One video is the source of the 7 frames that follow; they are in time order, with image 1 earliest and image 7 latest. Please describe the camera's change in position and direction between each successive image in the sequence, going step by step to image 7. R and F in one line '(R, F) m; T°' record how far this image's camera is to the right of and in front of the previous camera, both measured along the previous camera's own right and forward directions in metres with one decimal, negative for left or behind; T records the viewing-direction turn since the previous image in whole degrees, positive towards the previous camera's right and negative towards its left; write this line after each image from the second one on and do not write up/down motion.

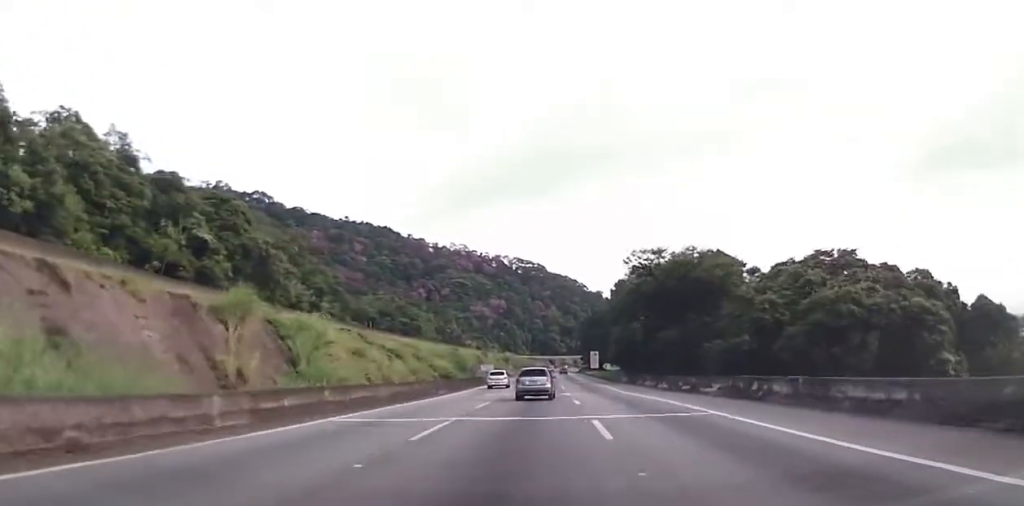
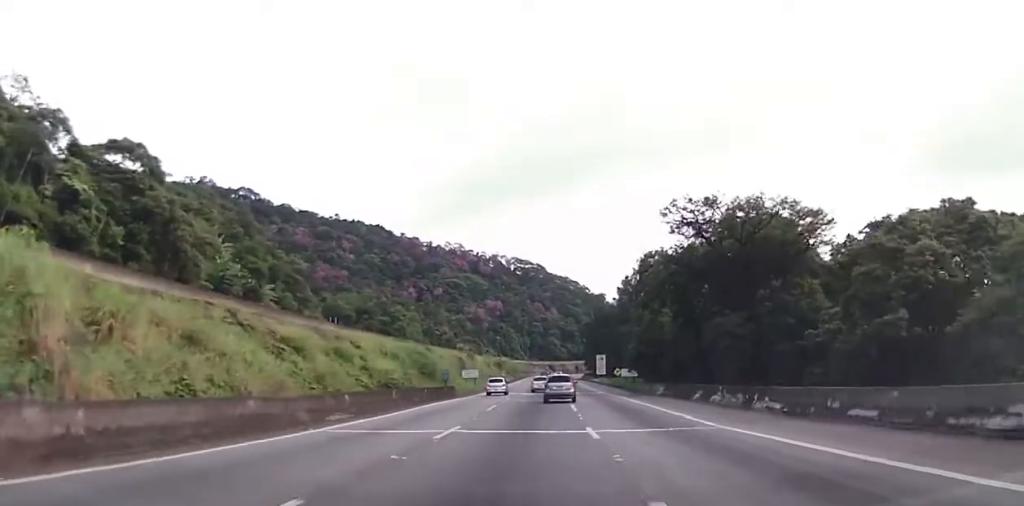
(-0.2, +23.0) m; -1°
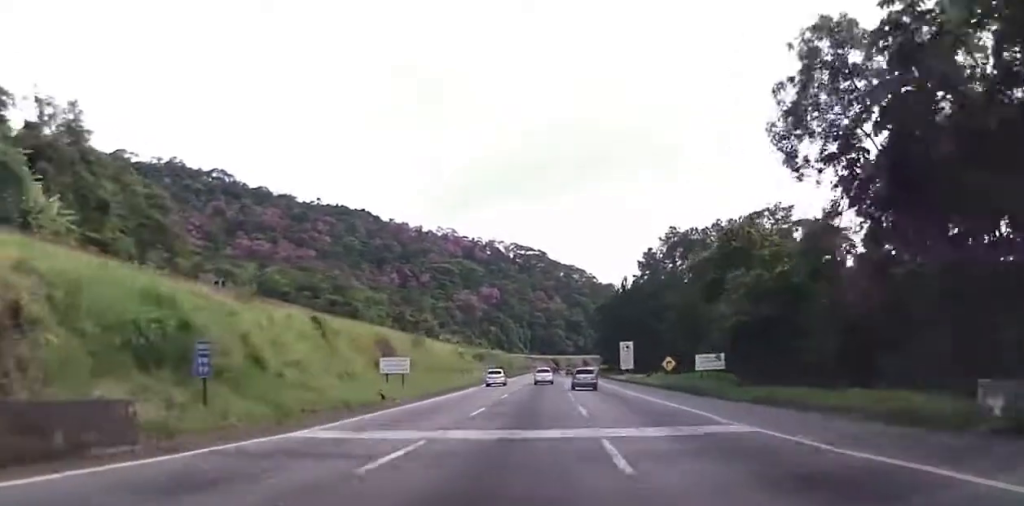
(+0.4, +43.5) m; +1°
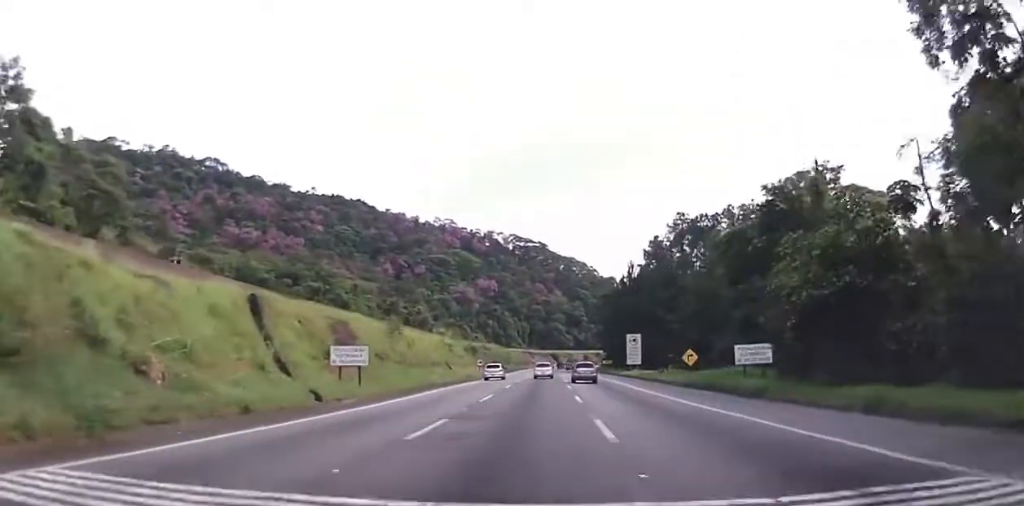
(0.0, +9.9) m; 0°
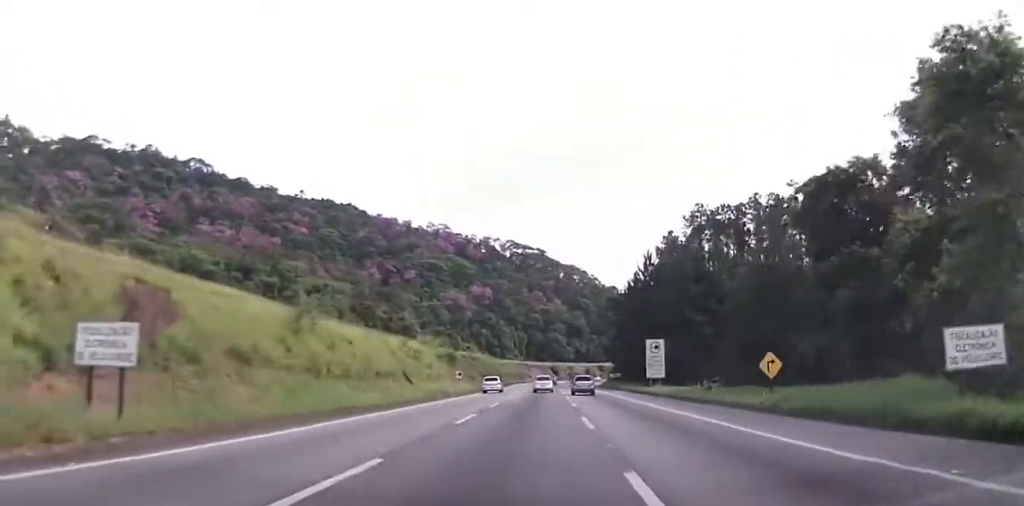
(-0.3, +19.9) m; 0°
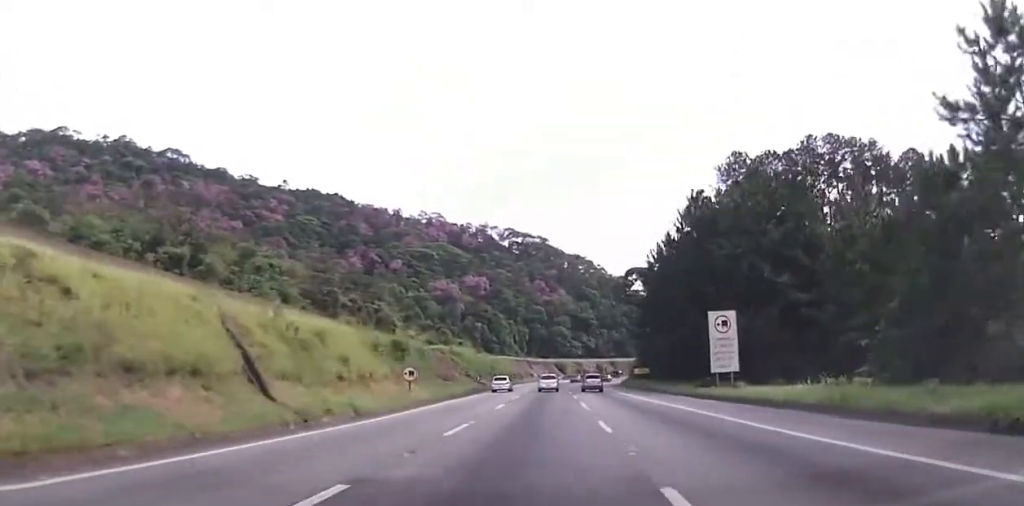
(+0.1, +27.7) m; 0°
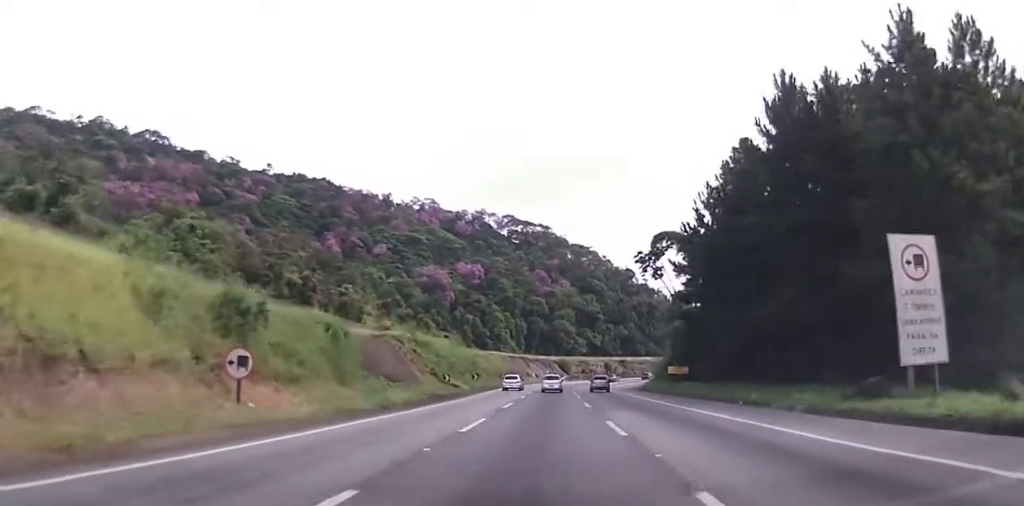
(-0.2, +25.5) m; 0°
